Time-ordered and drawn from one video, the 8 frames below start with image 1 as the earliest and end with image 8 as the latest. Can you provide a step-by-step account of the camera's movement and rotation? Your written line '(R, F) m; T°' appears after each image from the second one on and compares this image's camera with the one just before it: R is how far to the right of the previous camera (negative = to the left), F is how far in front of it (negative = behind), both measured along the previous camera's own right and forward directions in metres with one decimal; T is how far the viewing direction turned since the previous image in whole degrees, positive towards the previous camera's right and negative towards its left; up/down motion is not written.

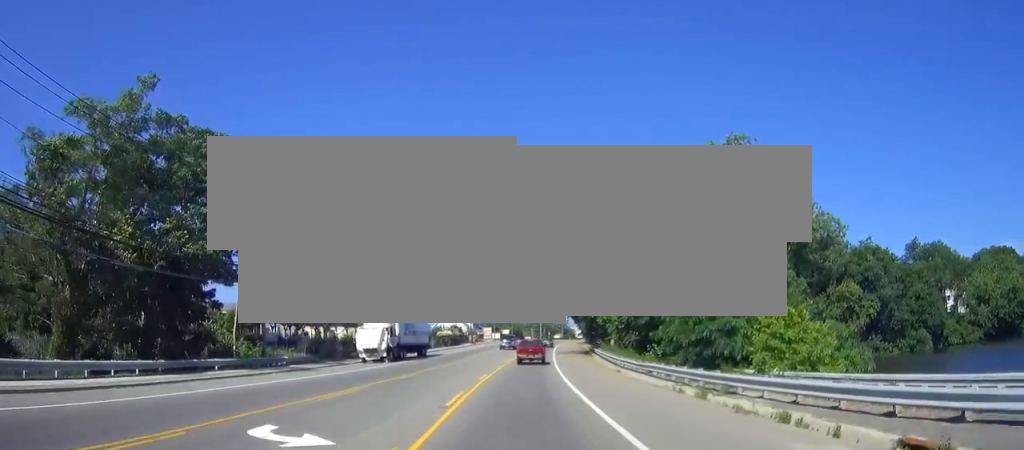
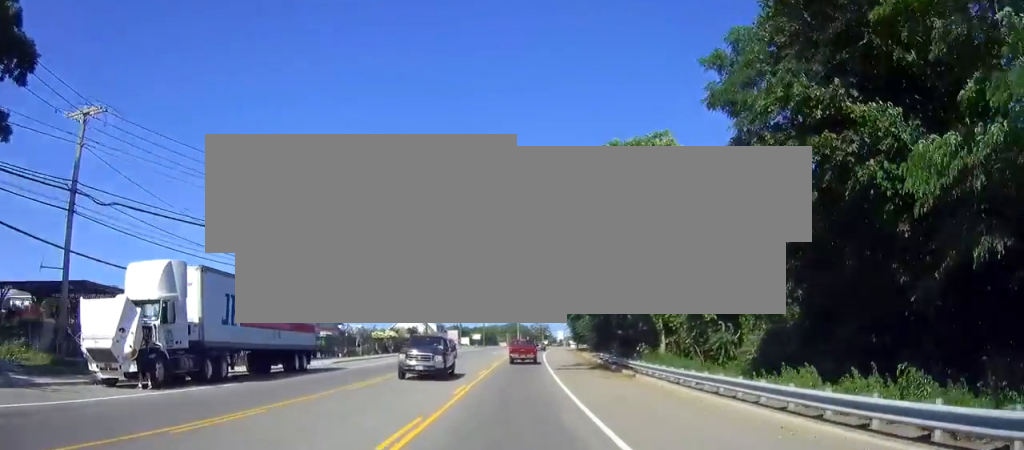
(+0.9, +33.0) m; +3°
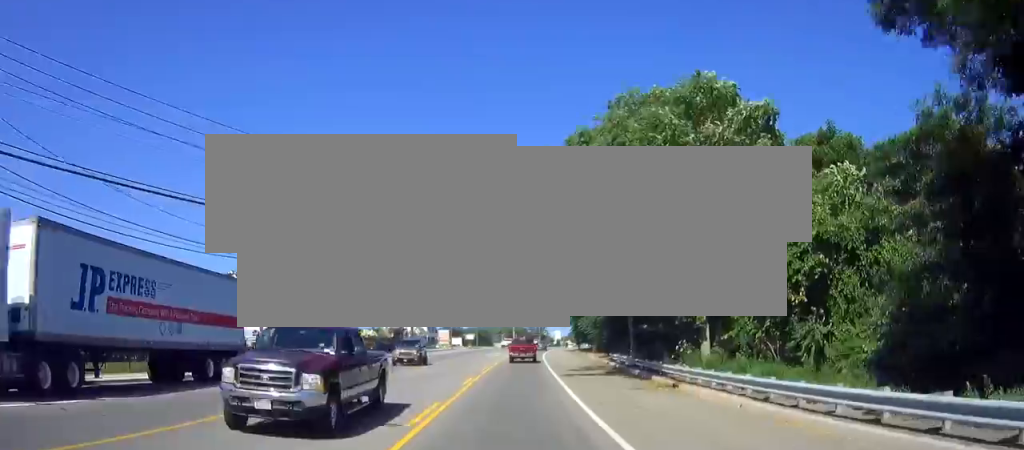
(+0.1, +9.5) m; 0°
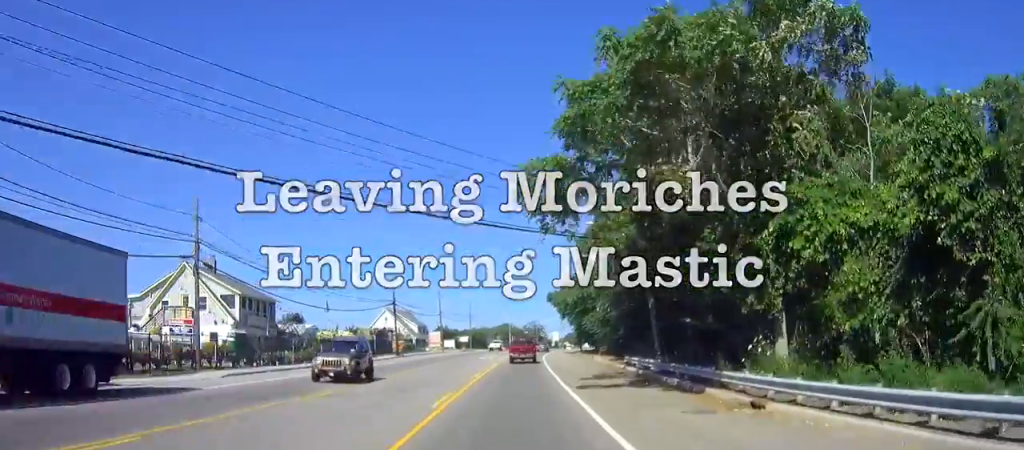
(0.0, +8.8) m; 0°
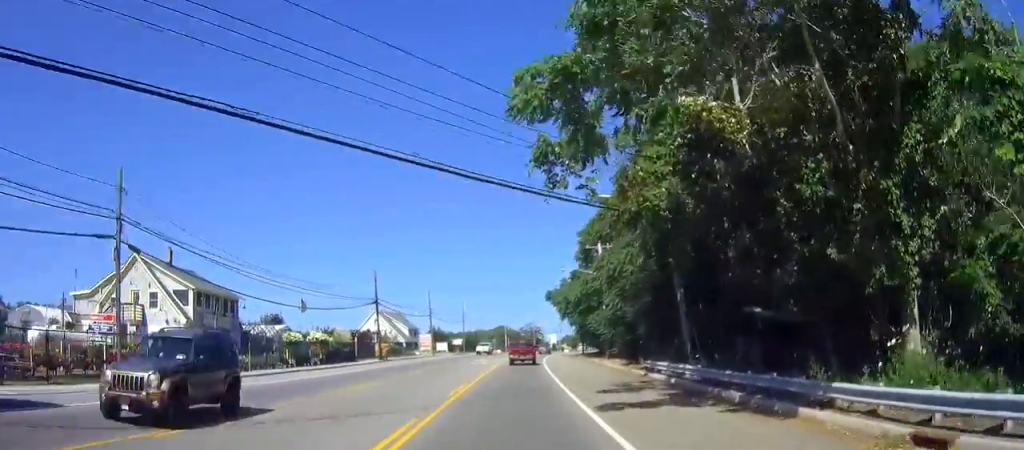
(0.0, +7.5) m; 0°
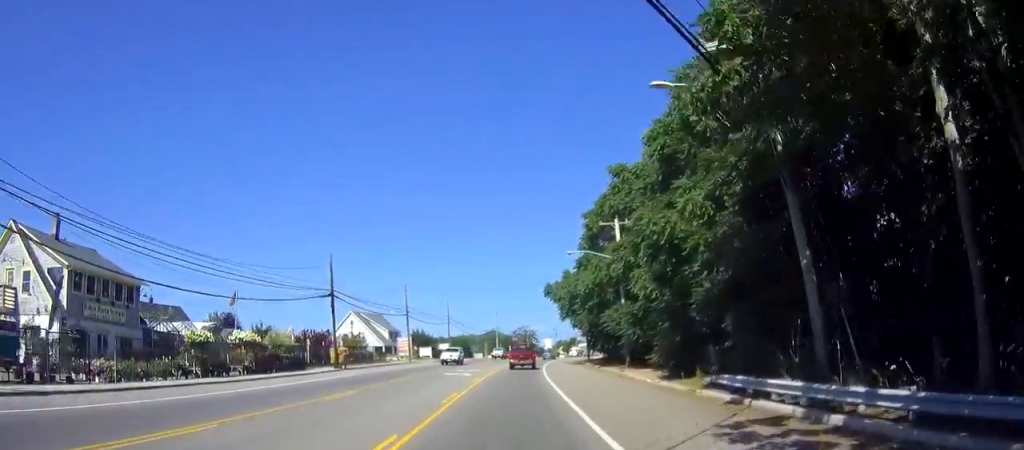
(0.0, +14.4) m; 0°
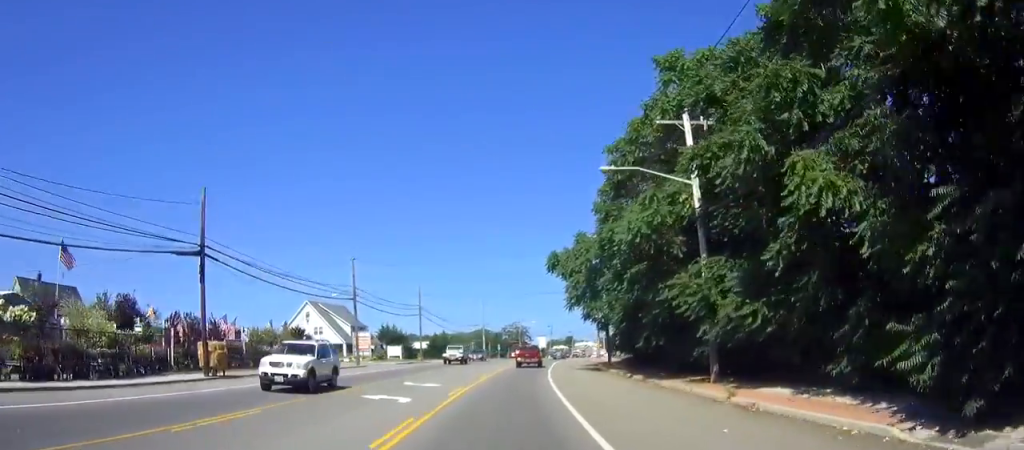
(+0.1, +22.4) m; 0°
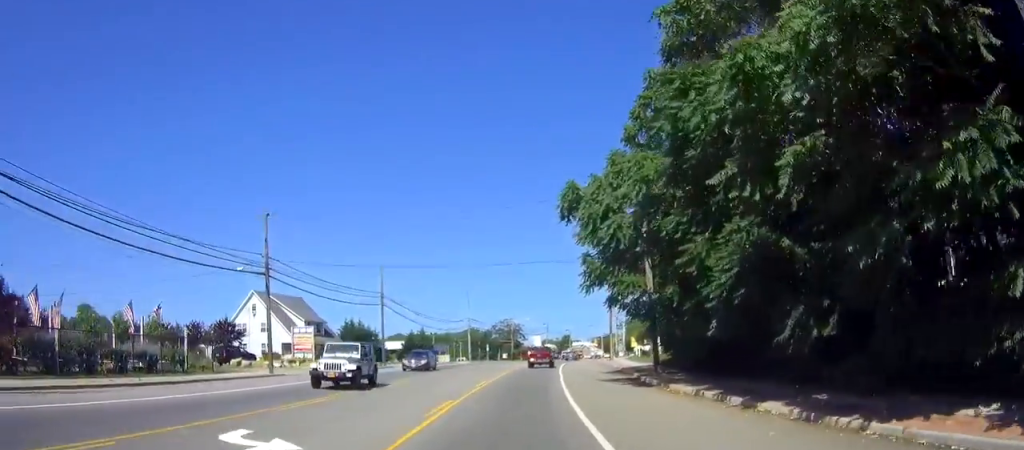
(0.0, +19.8) m; 0°
